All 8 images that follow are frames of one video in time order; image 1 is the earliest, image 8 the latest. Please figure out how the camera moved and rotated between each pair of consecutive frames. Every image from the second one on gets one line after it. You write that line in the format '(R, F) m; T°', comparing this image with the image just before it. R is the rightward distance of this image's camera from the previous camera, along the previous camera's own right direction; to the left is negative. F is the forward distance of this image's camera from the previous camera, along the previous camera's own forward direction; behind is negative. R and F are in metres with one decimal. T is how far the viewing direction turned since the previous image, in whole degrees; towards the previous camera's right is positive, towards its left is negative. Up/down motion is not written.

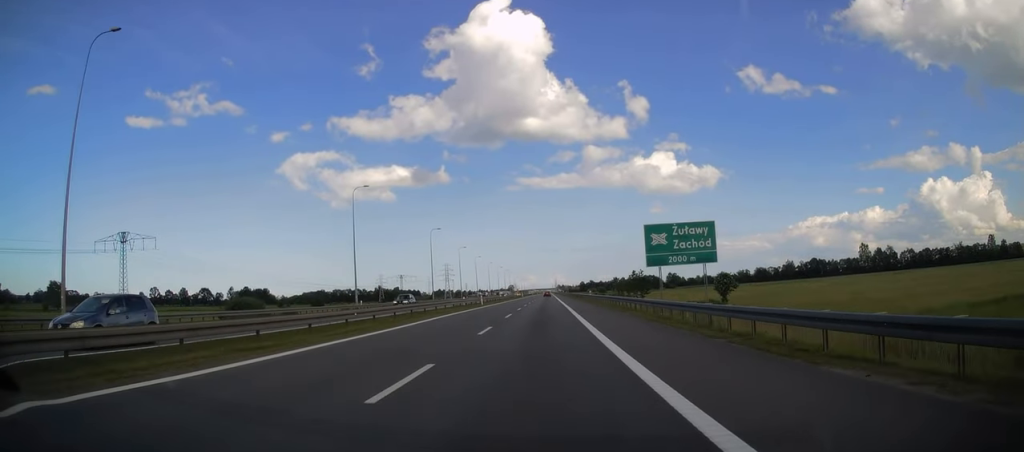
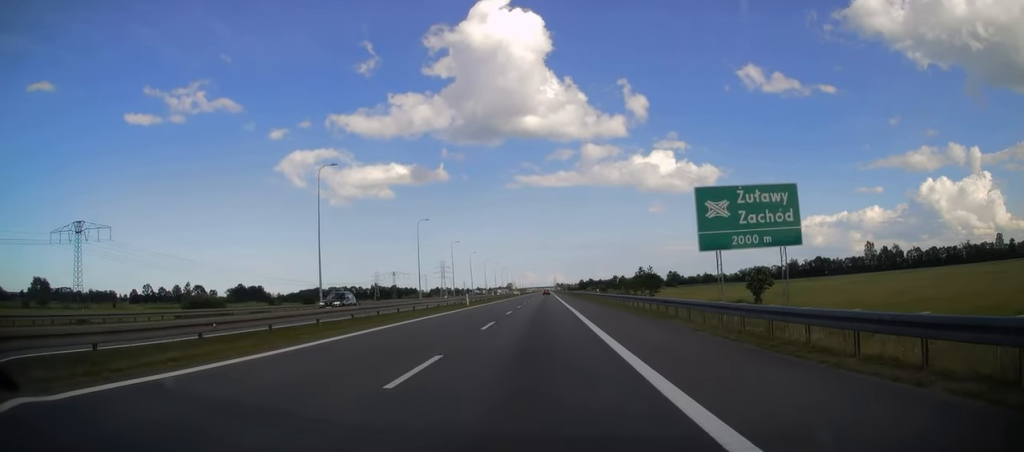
(-0.1, +11.1) m; 0°
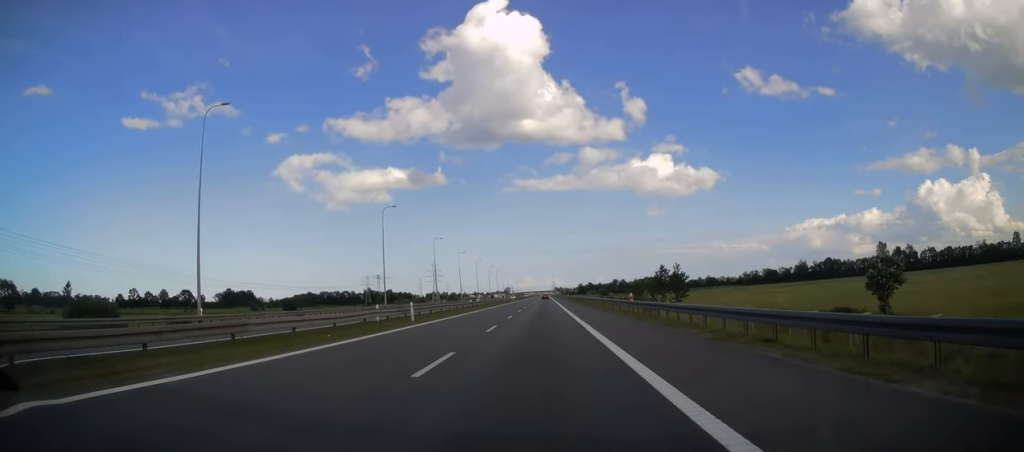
(-0.2, +22.1) m; 0°
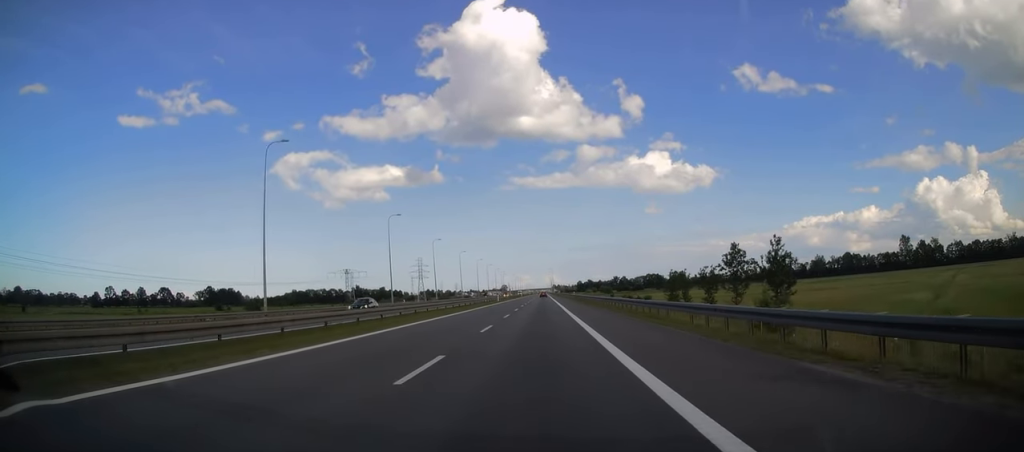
(+0.4, +36.5) m; +1°
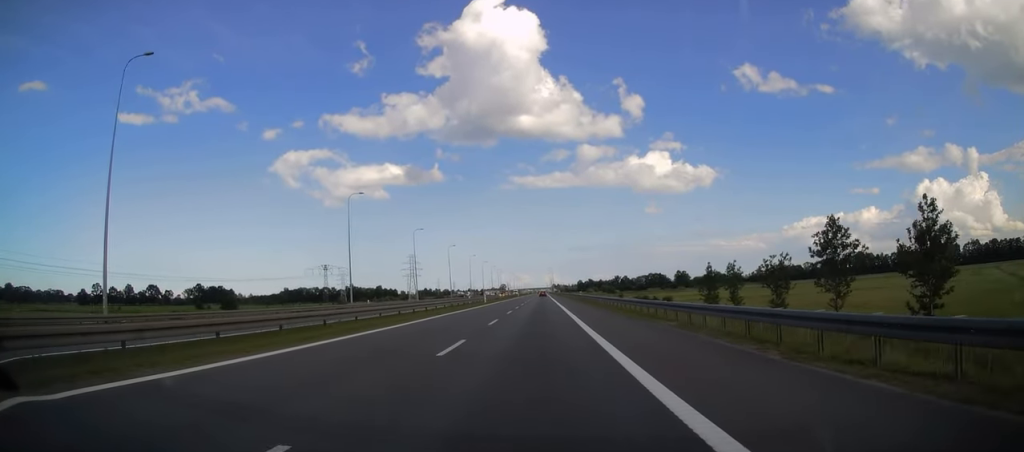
(0.0, +19.8) m; 0°
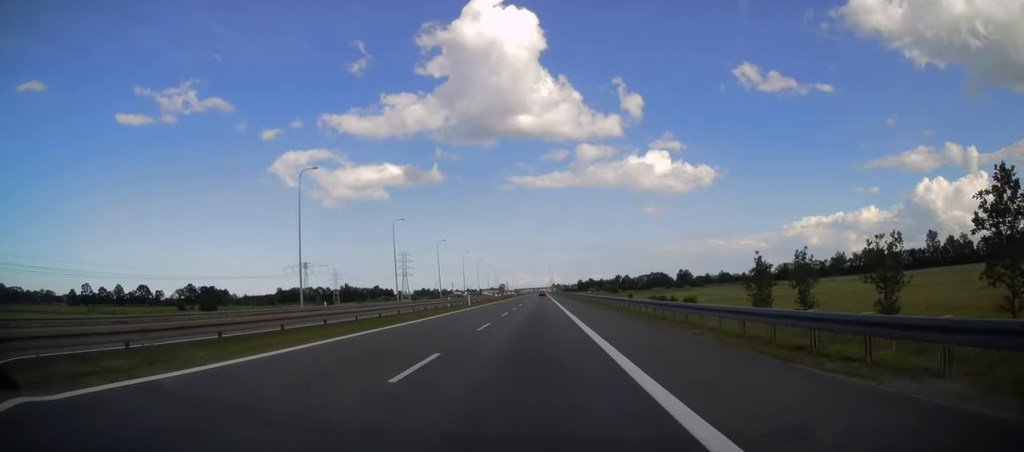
(0.0, +15.7) m; 0°
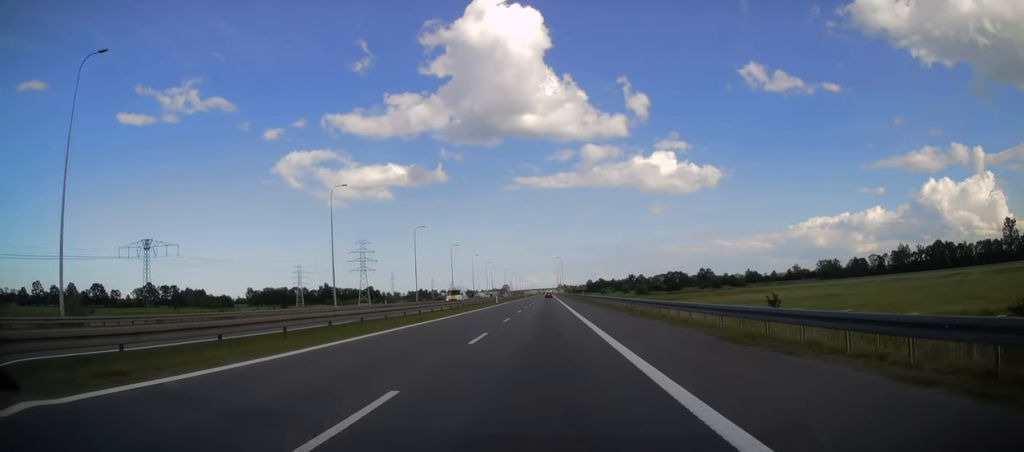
(-0.1, +76.2) m; 0°
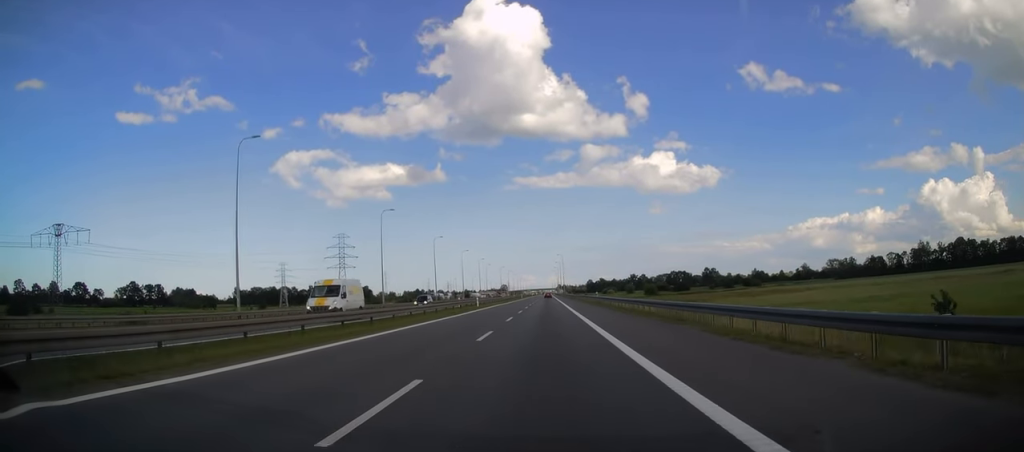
(0.0, +22.6) m; 0°
